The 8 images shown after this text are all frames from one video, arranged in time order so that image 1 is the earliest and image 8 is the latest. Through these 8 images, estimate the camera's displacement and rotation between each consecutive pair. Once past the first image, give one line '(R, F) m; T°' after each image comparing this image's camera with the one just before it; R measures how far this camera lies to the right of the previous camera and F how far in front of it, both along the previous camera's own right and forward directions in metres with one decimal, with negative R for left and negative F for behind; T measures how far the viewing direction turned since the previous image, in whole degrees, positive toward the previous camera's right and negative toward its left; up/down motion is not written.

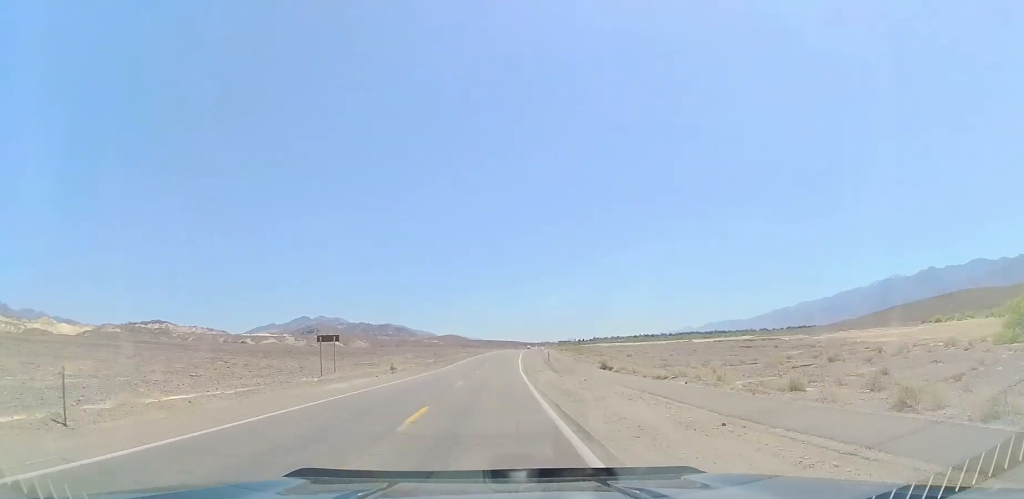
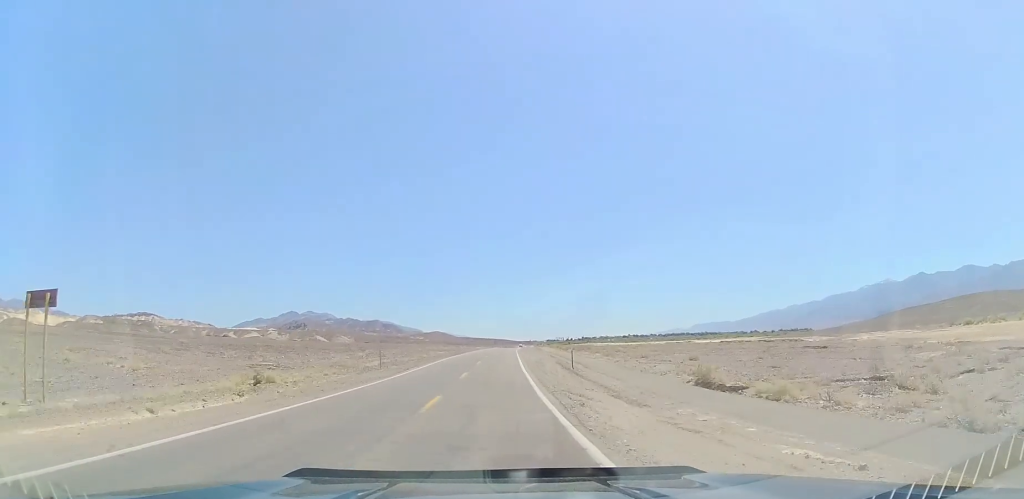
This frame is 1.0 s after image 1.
(+0.5, +26.1) m; +2°
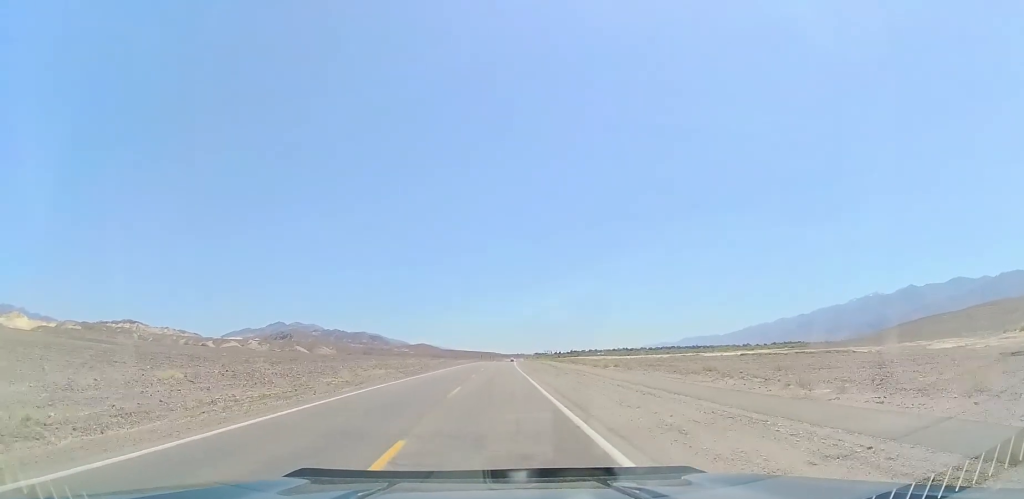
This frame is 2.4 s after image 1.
(+0.5, +38.2) m; +1°
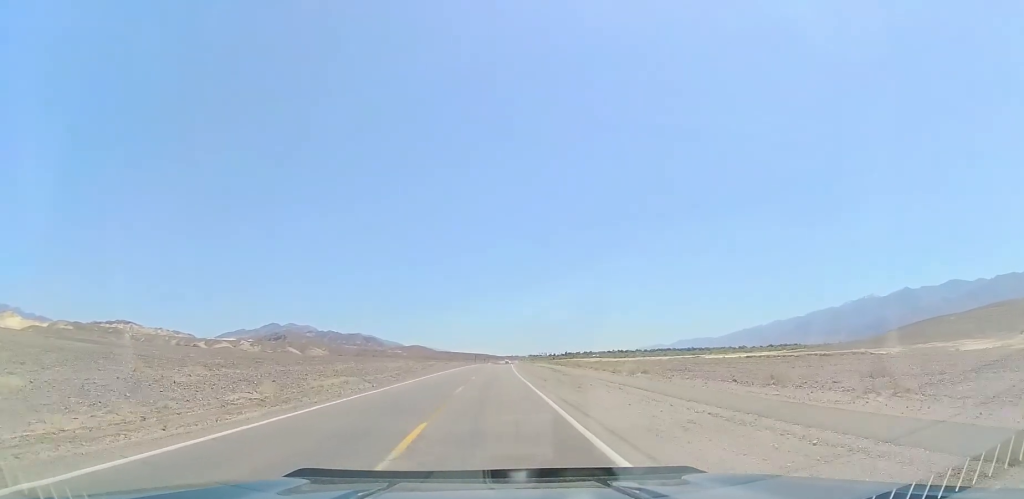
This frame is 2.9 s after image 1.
(0.0, +11.8) m; +1°
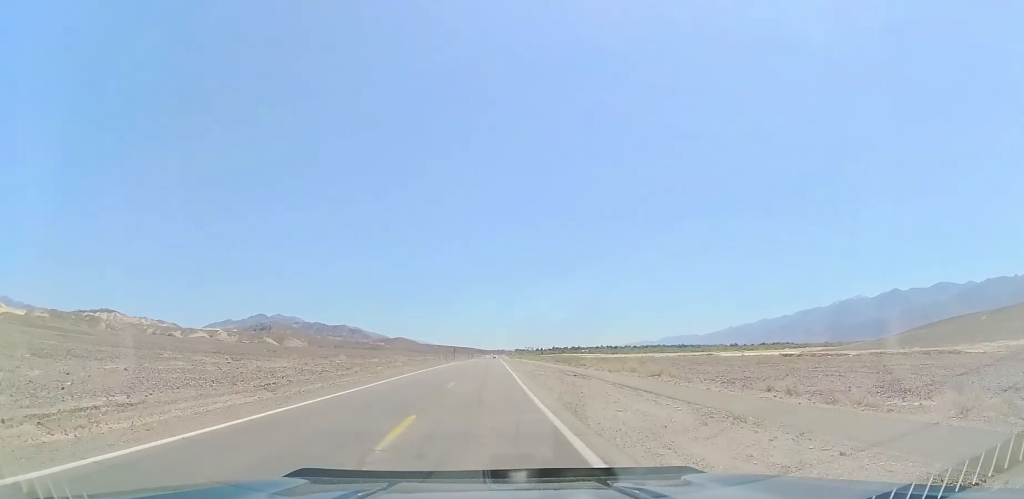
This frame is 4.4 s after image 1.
(+0.7, +42.9) m; +1°
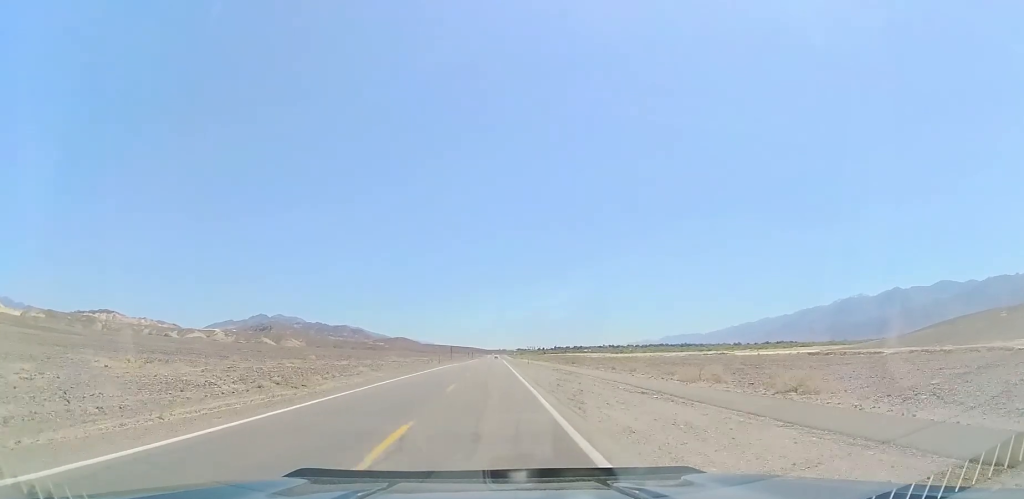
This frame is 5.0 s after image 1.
(-0.1, +16.5) m; 0°
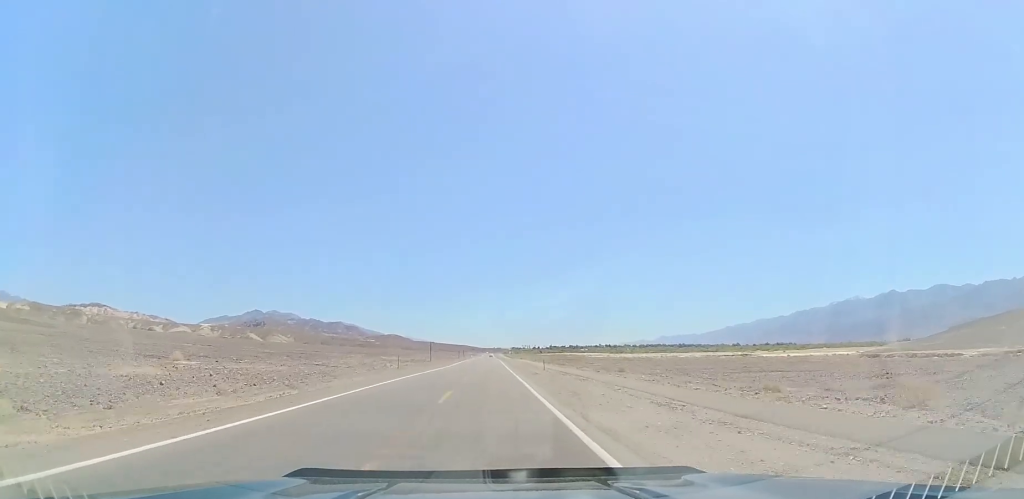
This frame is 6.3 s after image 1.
(+0.1, +34.1) m; +1°
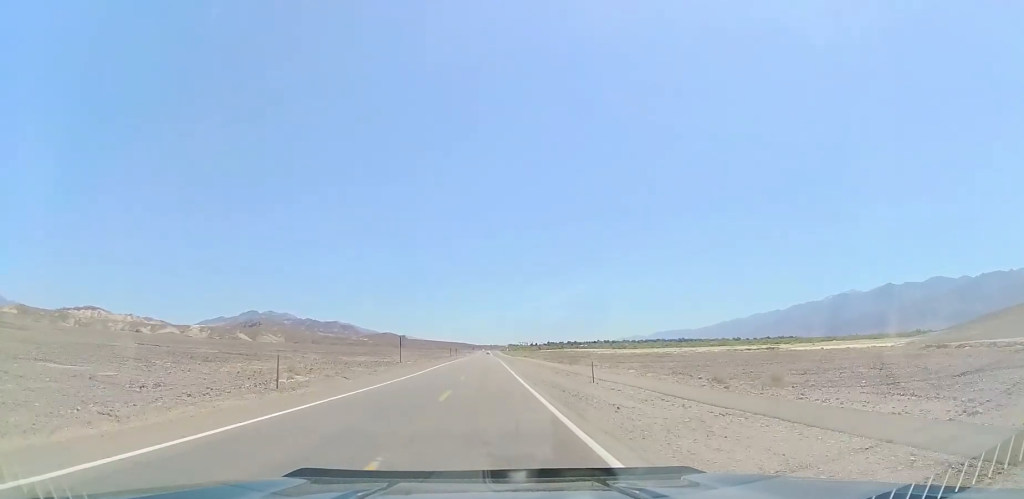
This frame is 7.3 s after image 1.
(+0.4, +28.7) m; 0°
